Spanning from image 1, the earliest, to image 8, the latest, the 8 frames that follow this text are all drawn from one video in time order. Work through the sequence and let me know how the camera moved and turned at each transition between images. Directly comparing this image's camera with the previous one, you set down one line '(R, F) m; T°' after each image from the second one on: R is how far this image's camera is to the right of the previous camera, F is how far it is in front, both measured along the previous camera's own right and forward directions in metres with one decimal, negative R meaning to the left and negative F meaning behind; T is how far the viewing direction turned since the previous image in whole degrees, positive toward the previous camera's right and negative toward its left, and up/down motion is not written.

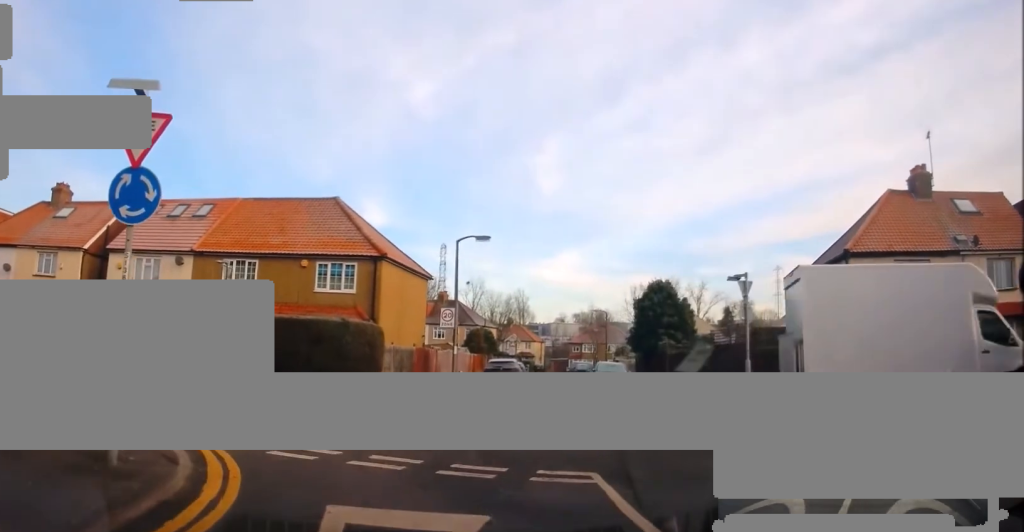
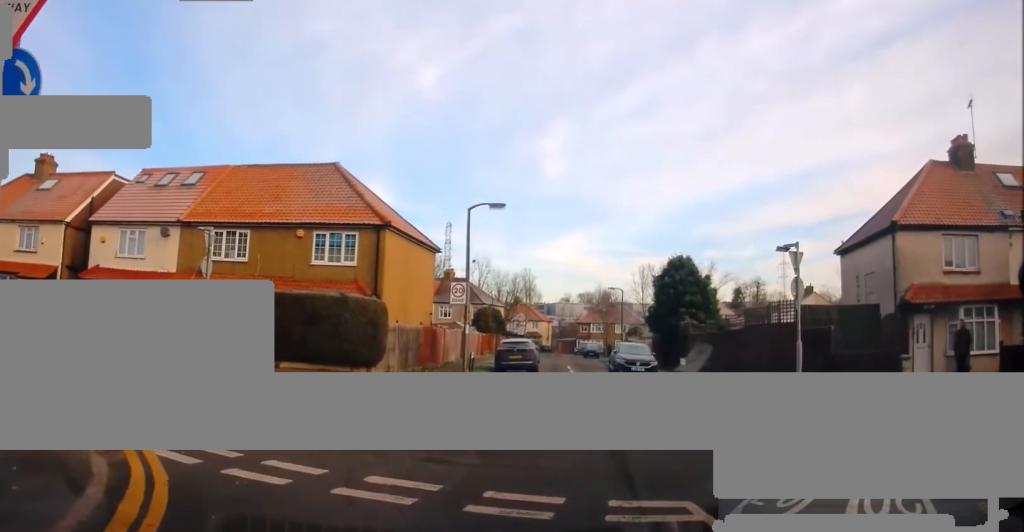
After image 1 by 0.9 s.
(+0.2, +2.2) m; +9°
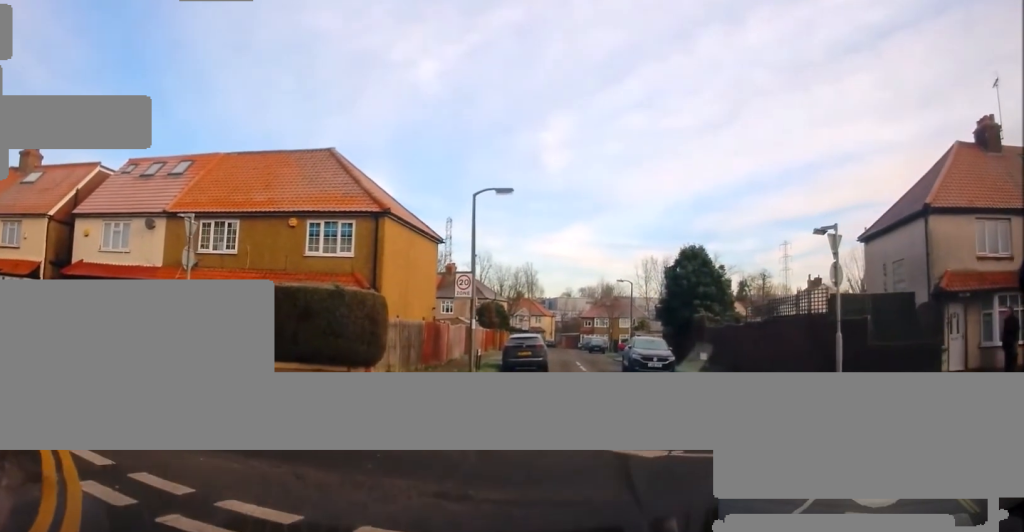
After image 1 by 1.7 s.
(+0.2, +1.8) m; +4°
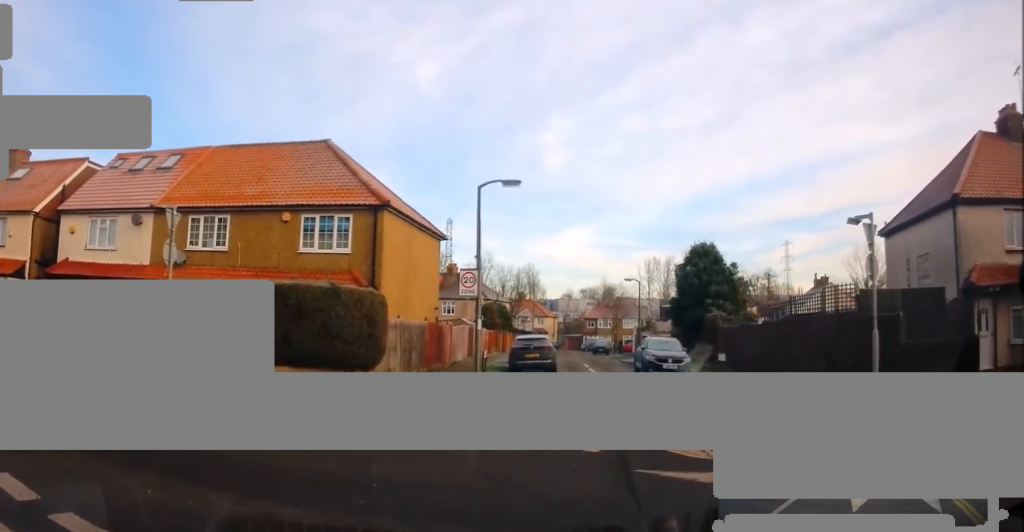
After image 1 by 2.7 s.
(-0.2, +1.5) m; 0°
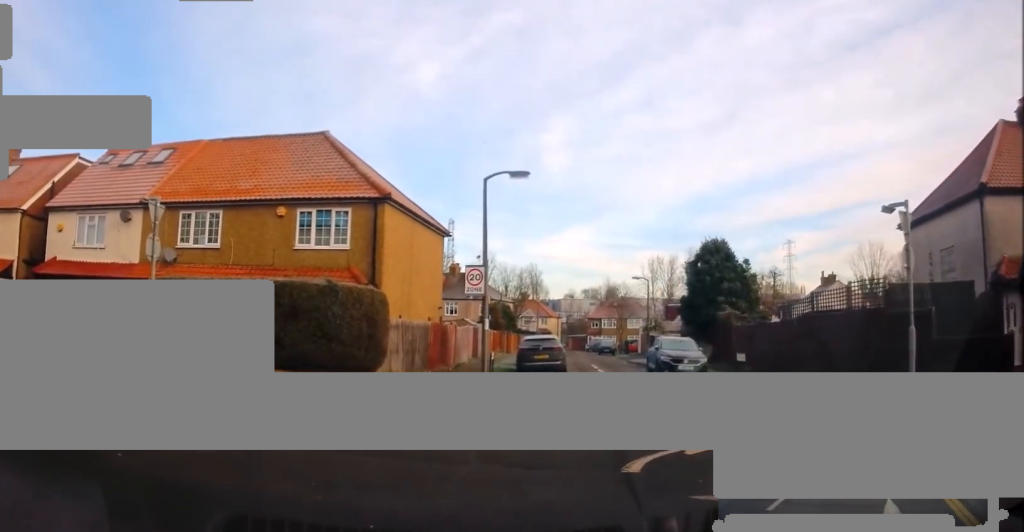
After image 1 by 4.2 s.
(+0.1, +1.0) m; 0°
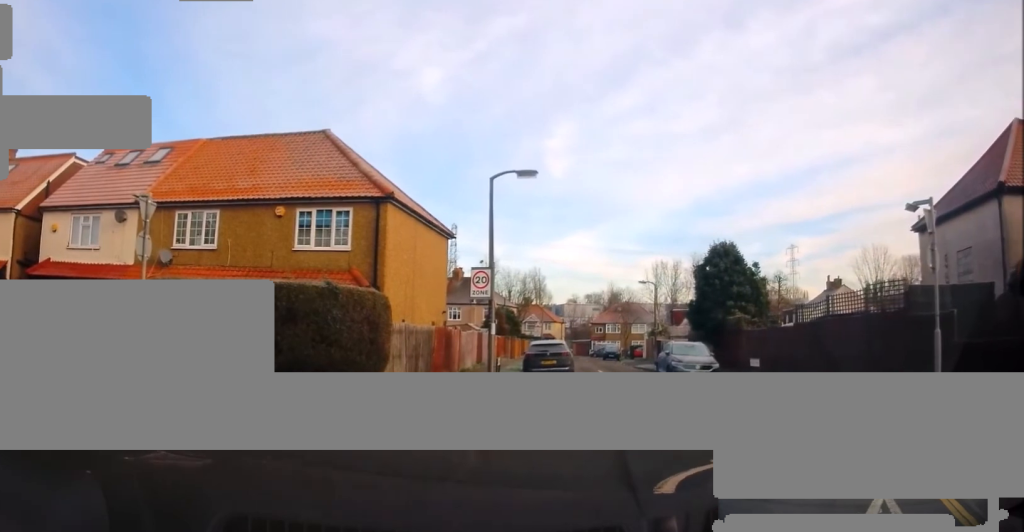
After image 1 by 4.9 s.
(+0.2, +0.5) m; +1°
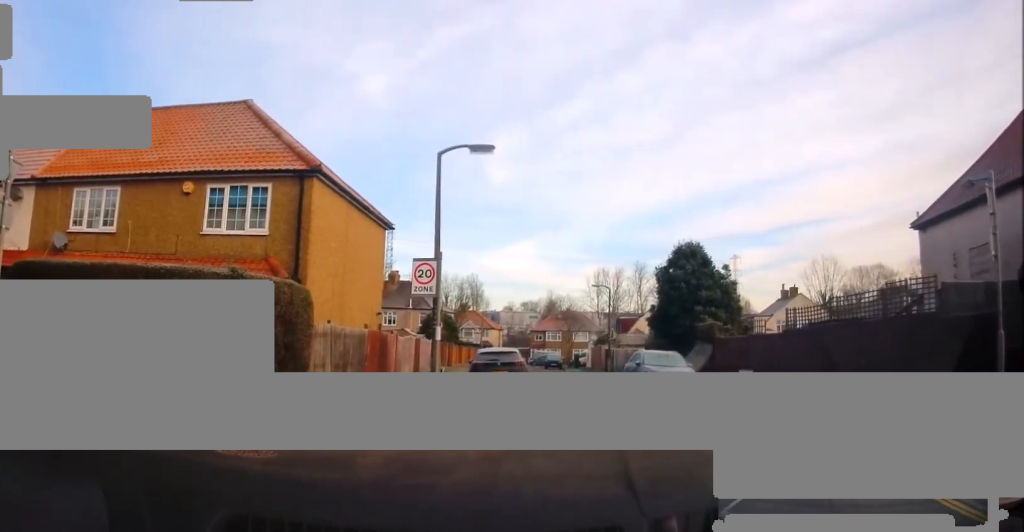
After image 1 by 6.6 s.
(+0.2, +2.7) m; +20°
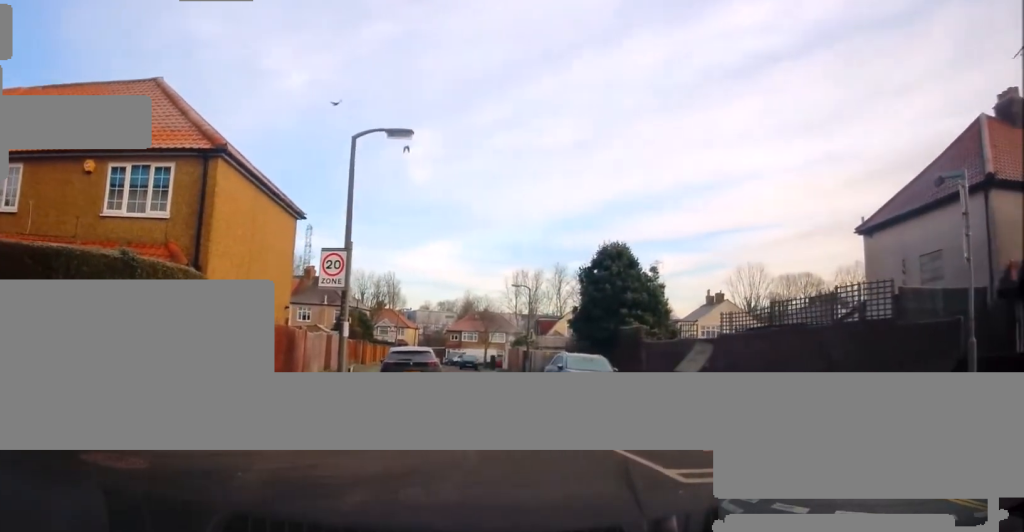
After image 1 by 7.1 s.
(+0.2, +1.0) m; +10°
